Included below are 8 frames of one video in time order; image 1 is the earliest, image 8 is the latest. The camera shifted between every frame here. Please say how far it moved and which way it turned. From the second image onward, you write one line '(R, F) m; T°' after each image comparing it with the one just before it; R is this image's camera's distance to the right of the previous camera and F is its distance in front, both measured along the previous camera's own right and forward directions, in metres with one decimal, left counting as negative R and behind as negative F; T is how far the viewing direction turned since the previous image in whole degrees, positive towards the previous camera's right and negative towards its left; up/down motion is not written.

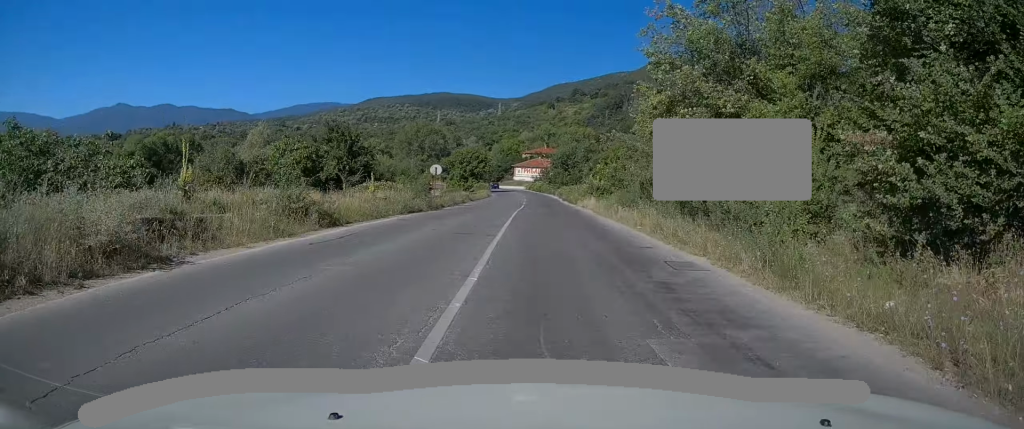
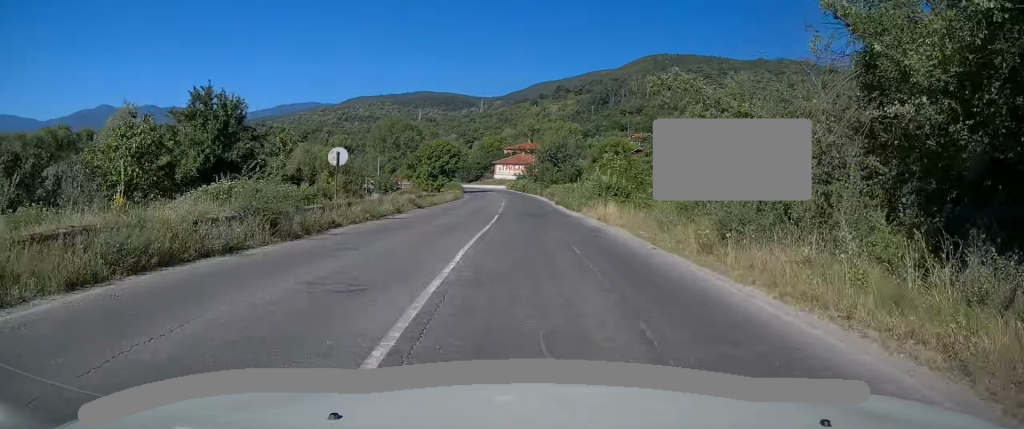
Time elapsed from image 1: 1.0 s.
(+0.2, +16.8) m; +2°
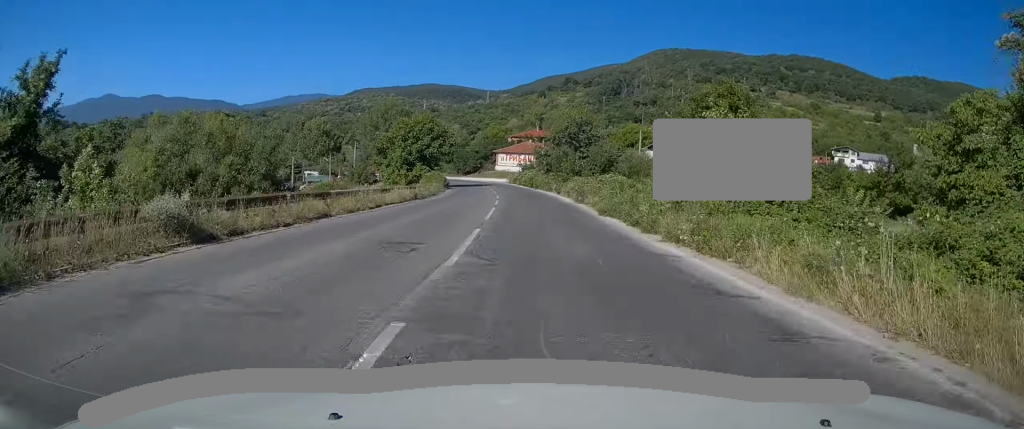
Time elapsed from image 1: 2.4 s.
(+0.5, +22.2) m; +1°
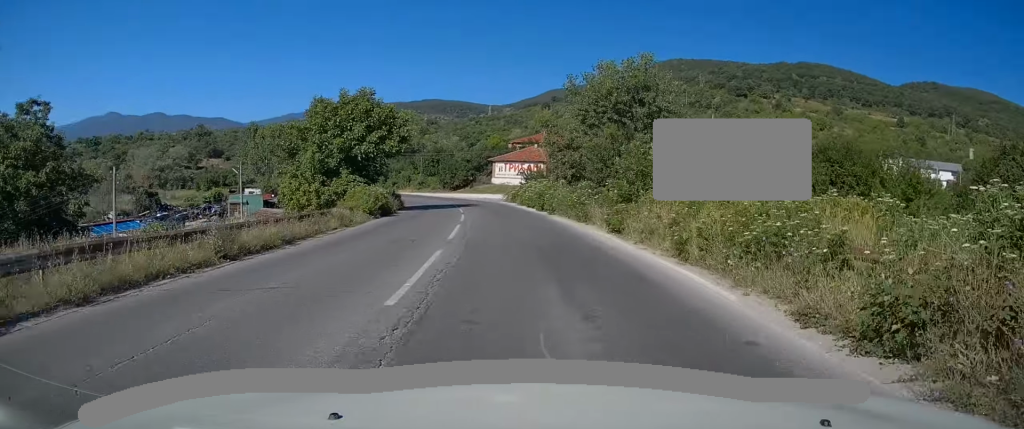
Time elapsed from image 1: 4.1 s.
(-0.1, +27.3) m; -2°
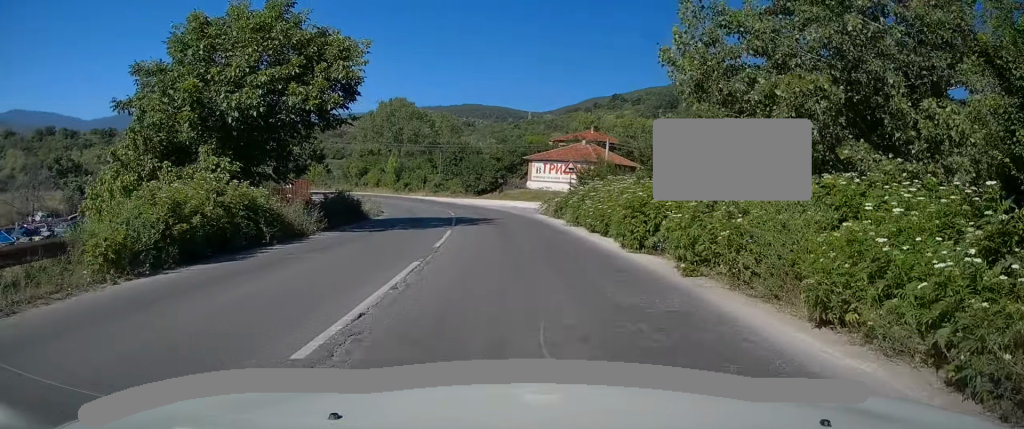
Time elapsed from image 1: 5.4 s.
(-0.7, +20.0) m; -4°
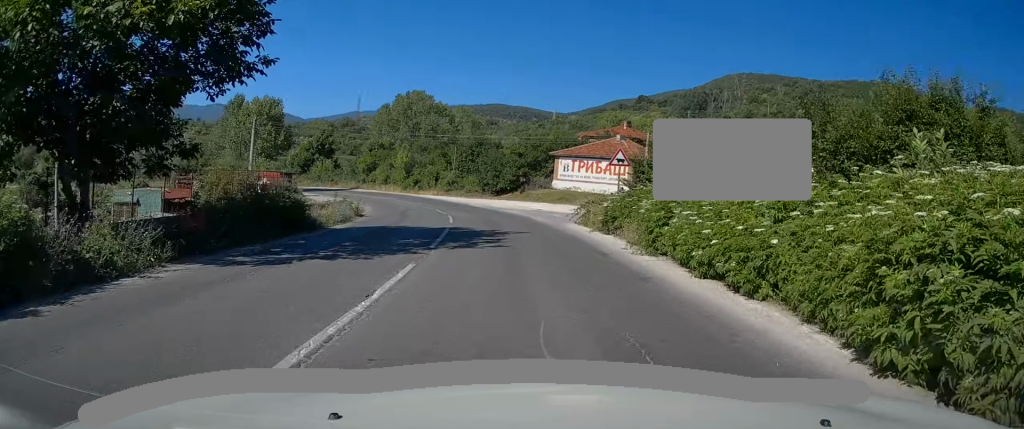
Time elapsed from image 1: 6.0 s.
(-0.1, +9.5) m; -2°
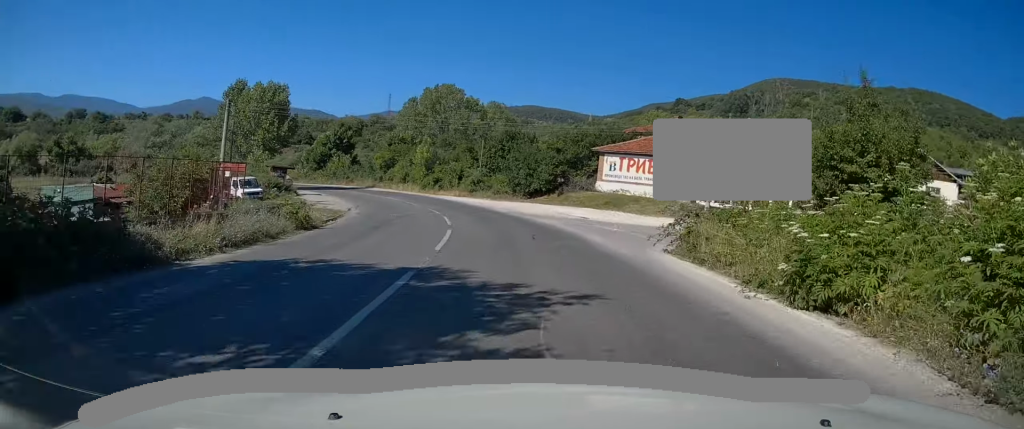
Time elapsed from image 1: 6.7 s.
(+0.1, +10.4) m; -2°
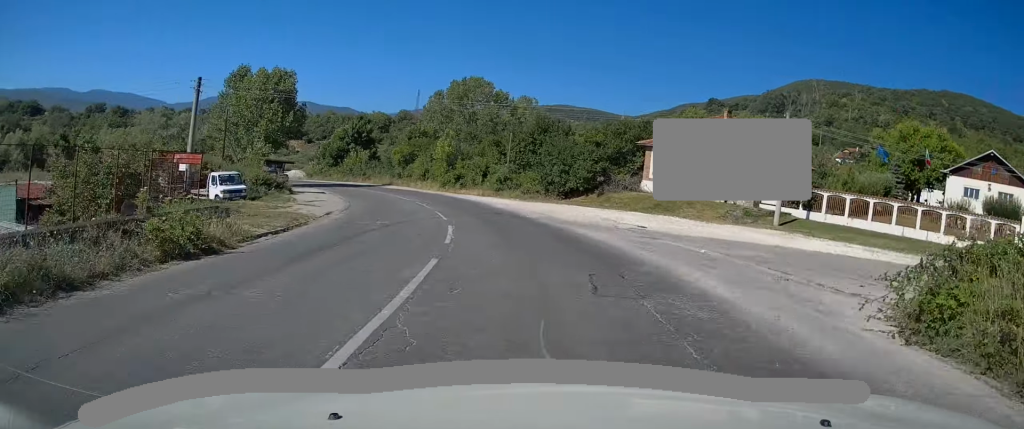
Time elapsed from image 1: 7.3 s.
(-0.4, +7.8) m; -4°
